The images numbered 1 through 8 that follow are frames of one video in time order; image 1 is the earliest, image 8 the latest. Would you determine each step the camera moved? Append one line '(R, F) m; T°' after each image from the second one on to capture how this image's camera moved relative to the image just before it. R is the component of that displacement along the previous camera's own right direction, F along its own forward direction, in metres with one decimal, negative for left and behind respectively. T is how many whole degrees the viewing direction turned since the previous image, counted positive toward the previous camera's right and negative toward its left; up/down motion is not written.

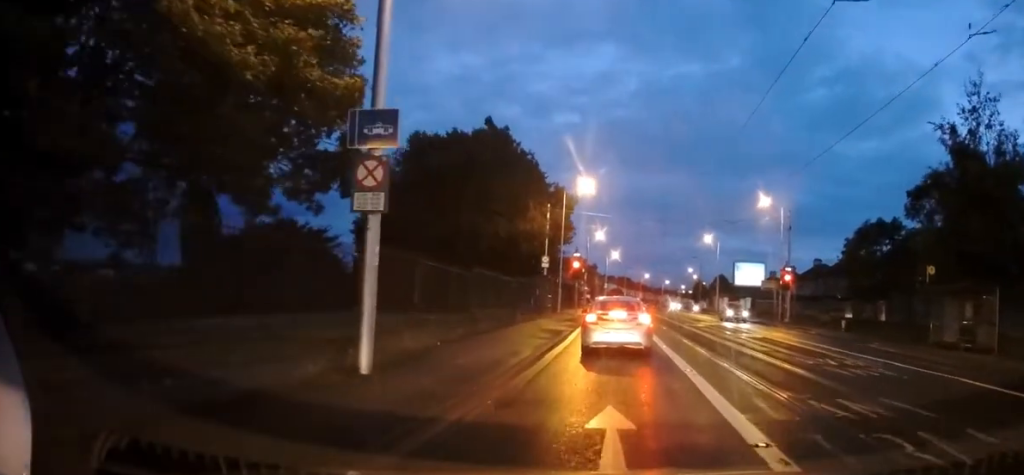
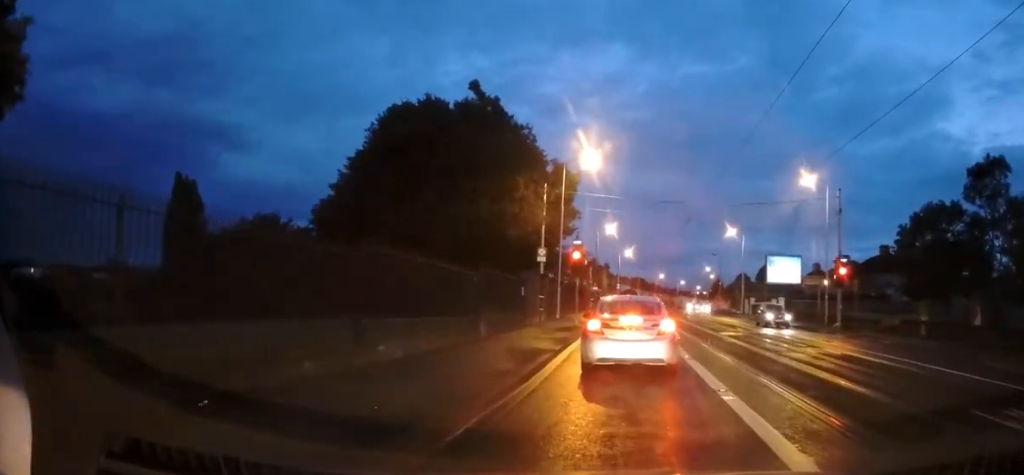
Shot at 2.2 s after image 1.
(+0.1, +8.6) m; -1°
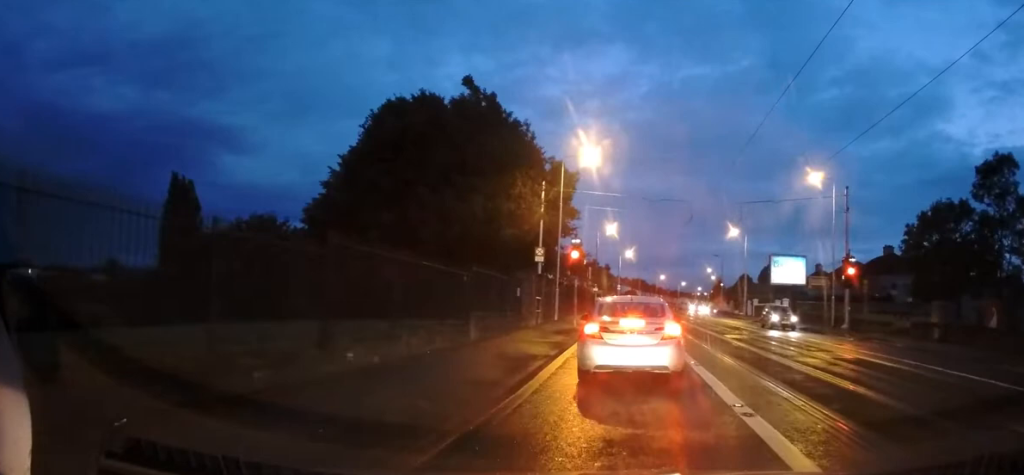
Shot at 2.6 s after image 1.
(-0.1, +1.1) m; -1°
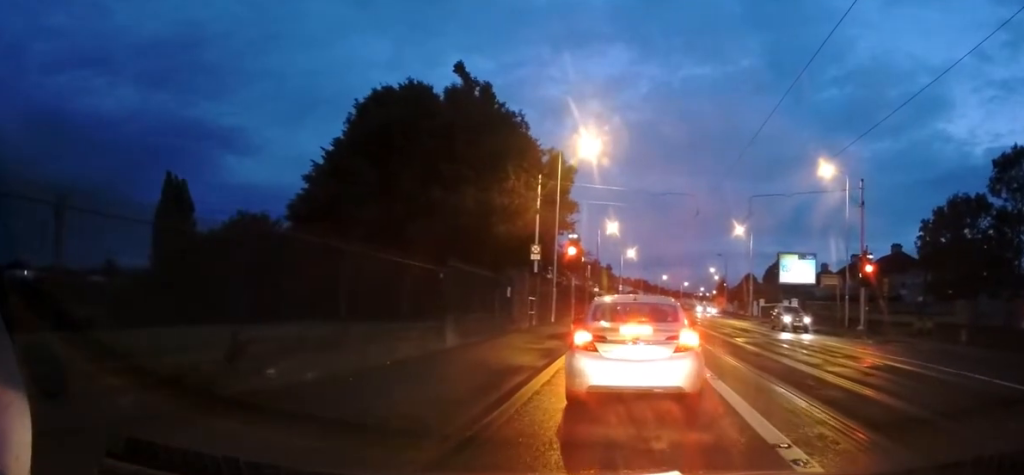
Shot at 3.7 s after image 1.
(-0.1, +2.1) m; -2°
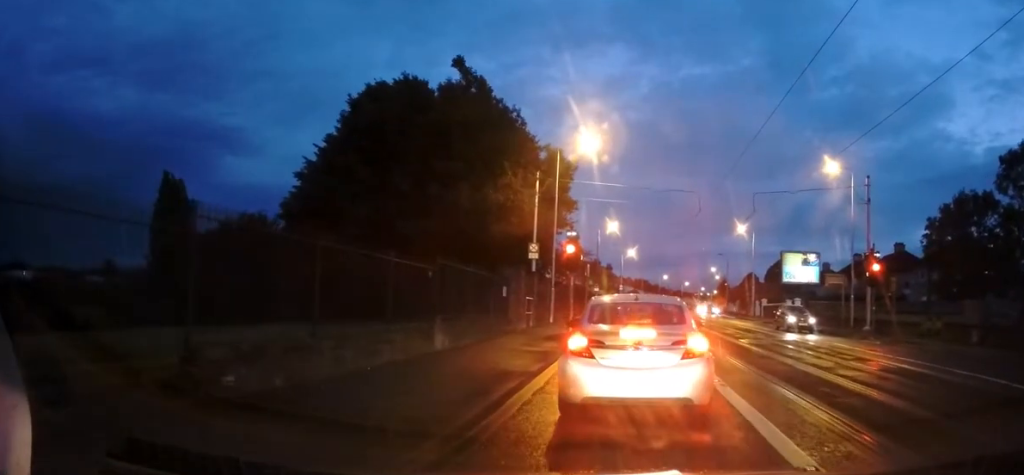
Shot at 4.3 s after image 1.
(0.0, +0.9) m; 0°
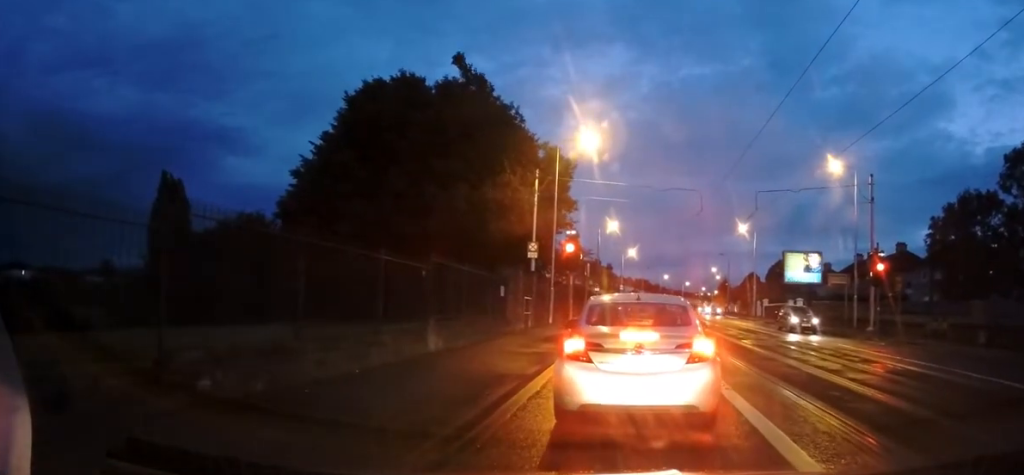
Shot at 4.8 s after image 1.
(0.0, +0.3) m; 0°
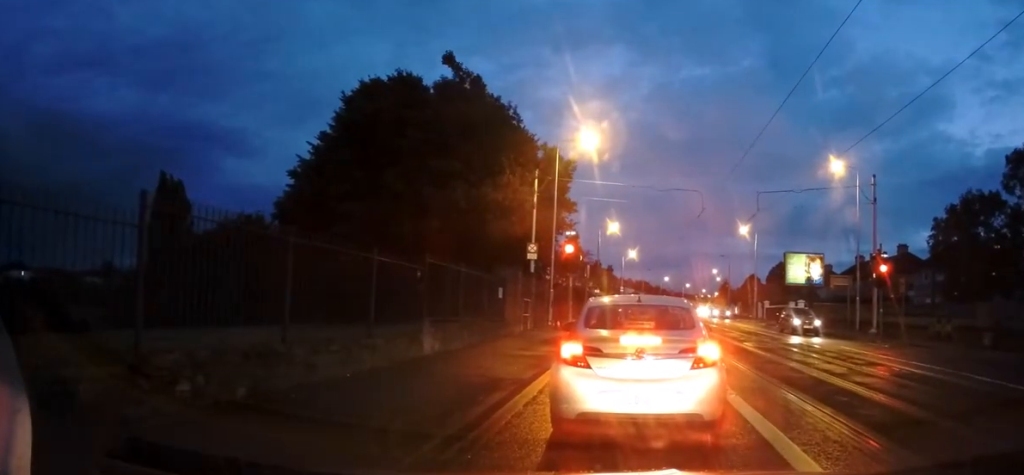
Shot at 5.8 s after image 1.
(0.0, +0.3) m; 0°
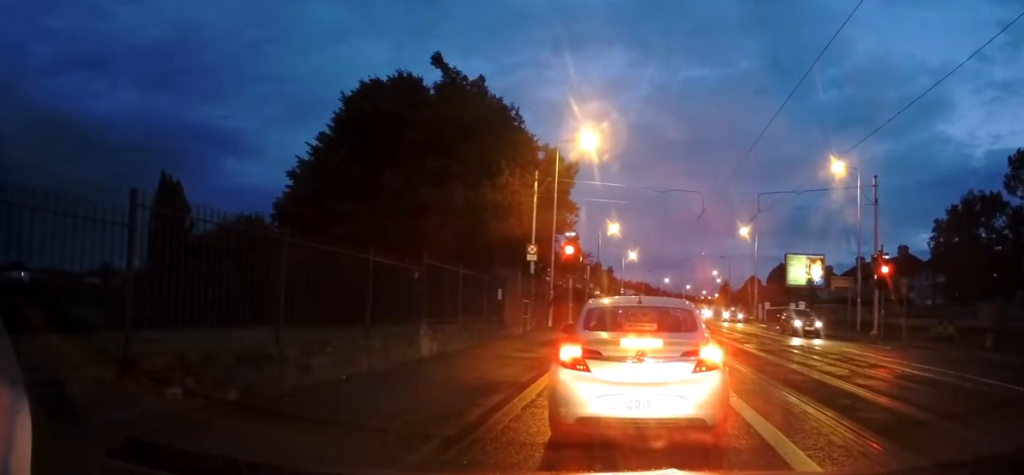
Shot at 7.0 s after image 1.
(0.0, 0.0) m; 0°
